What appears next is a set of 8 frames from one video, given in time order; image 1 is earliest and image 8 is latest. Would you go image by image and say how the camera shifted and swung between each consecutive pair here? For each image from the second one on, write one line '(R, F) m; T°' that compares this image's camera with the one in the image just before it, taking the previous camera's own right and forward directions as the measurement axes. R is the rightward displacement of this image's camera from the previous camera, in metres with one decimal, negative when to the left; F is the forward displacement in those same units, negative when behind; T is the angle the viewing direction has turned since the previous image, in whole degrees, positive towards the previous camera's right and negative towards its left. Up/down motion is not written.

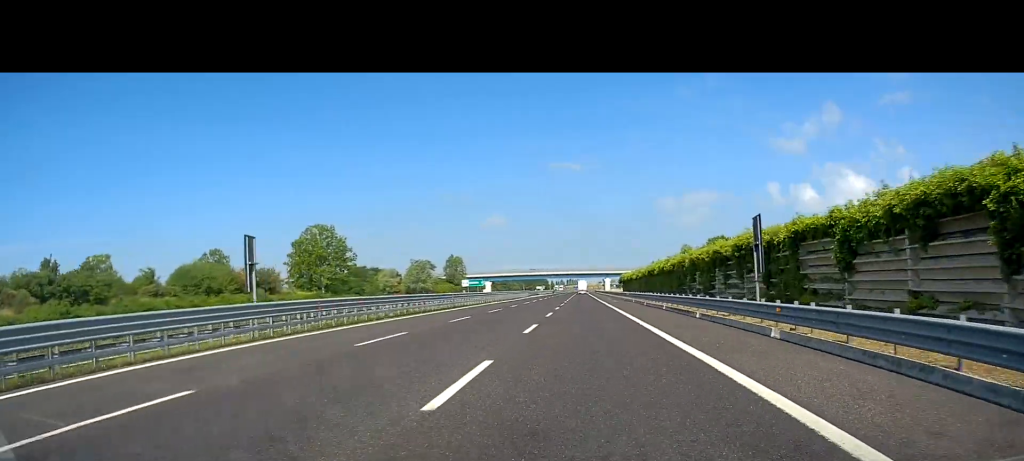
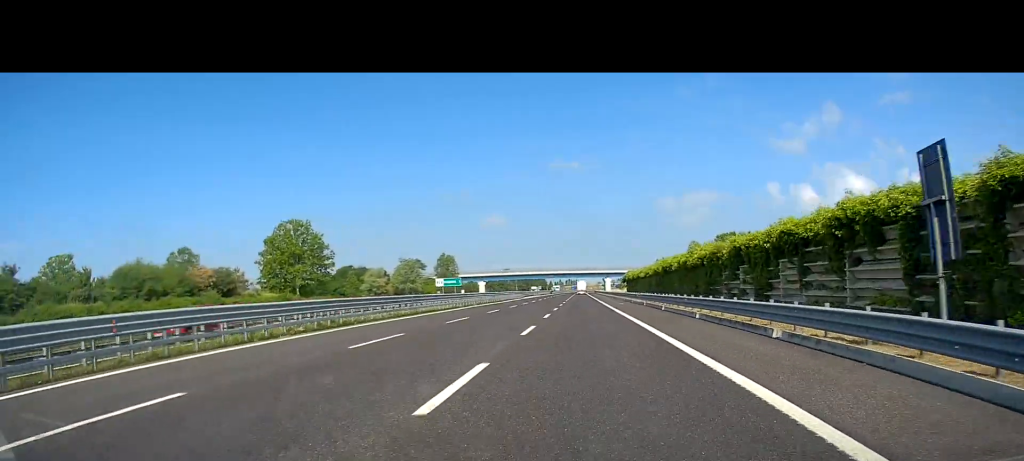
(0.0, +12.3) m; 0°
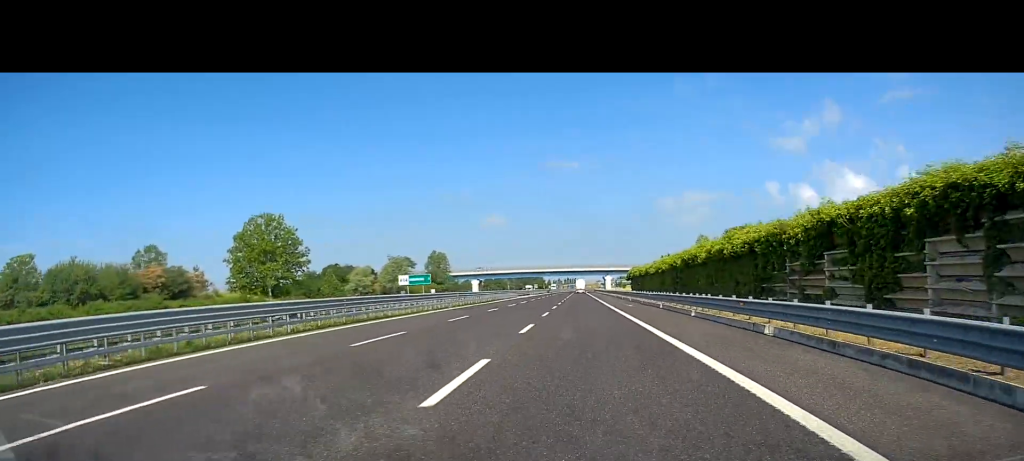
(0.0, +11.4) m; 0°
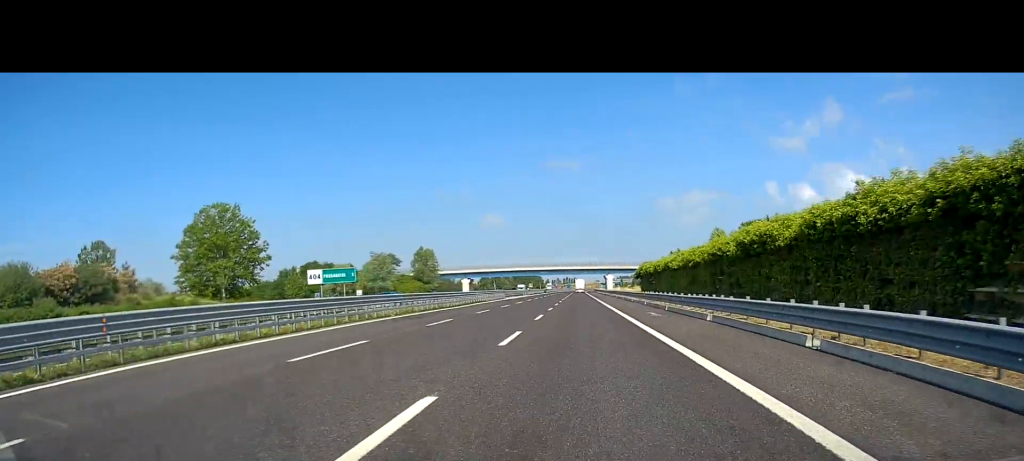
(0.0, +15.8) m; 0°
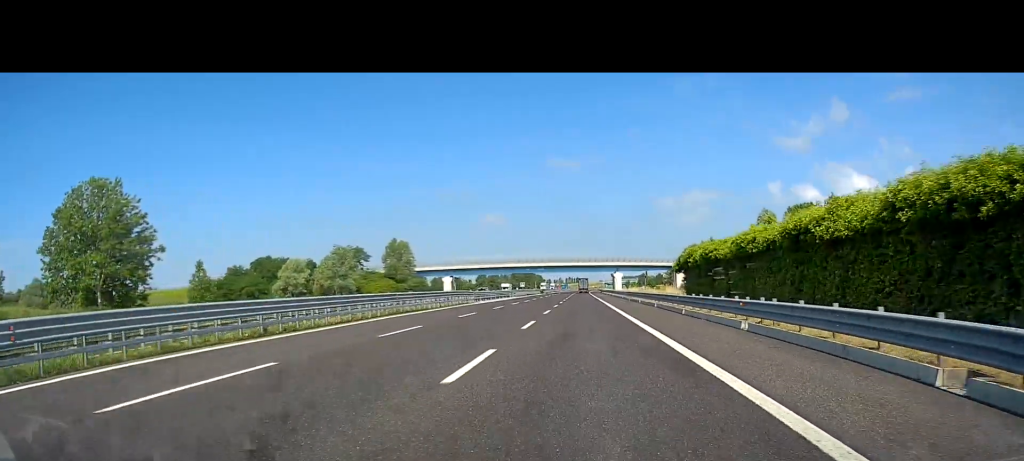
(+0.3, +29.9) m; +1°
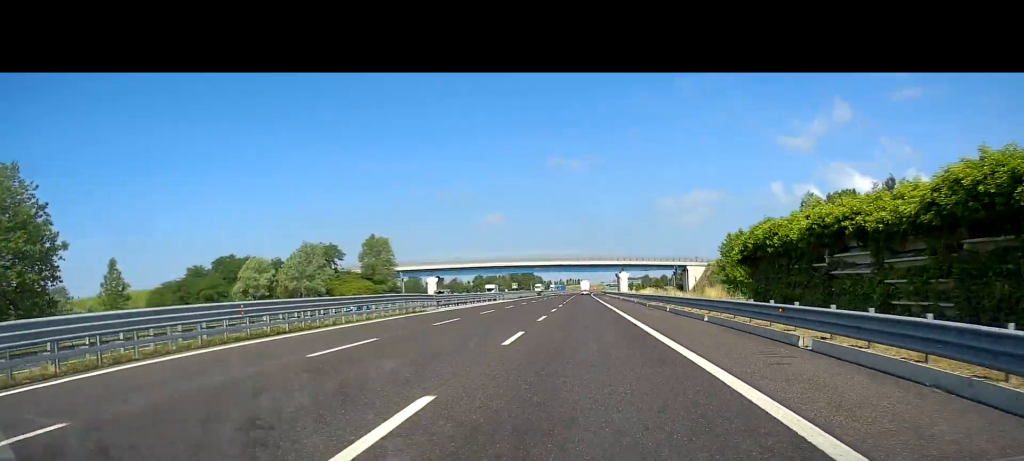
(+0.2, +17.6) m; 0°
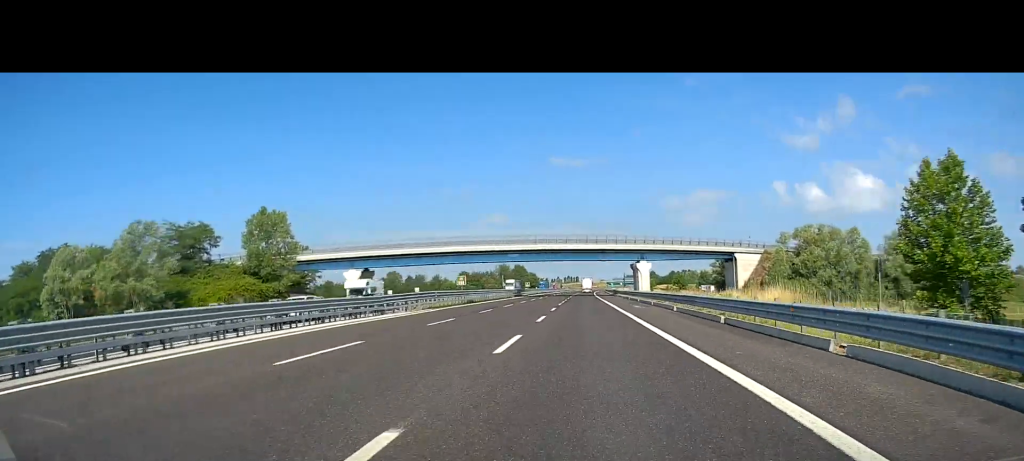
(+0.2, +49.1) m; +1°
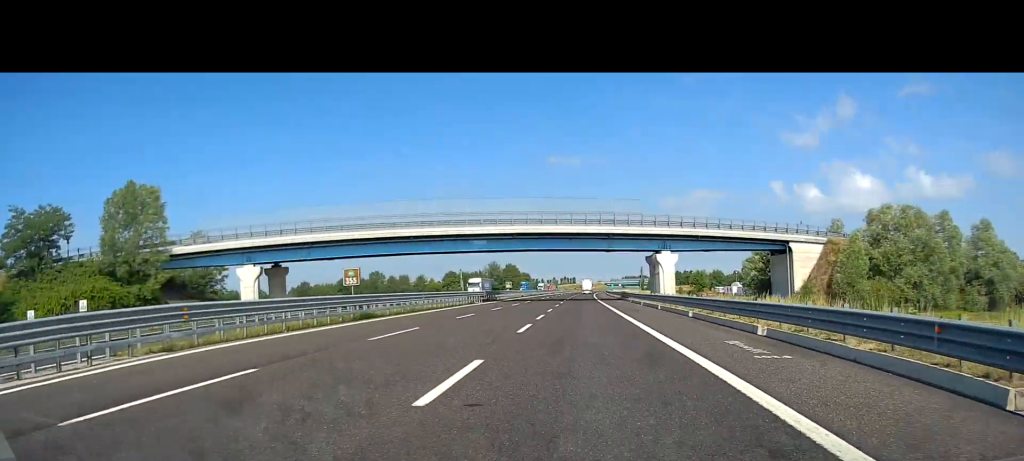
(-0.2, +29.8) m; -1°
